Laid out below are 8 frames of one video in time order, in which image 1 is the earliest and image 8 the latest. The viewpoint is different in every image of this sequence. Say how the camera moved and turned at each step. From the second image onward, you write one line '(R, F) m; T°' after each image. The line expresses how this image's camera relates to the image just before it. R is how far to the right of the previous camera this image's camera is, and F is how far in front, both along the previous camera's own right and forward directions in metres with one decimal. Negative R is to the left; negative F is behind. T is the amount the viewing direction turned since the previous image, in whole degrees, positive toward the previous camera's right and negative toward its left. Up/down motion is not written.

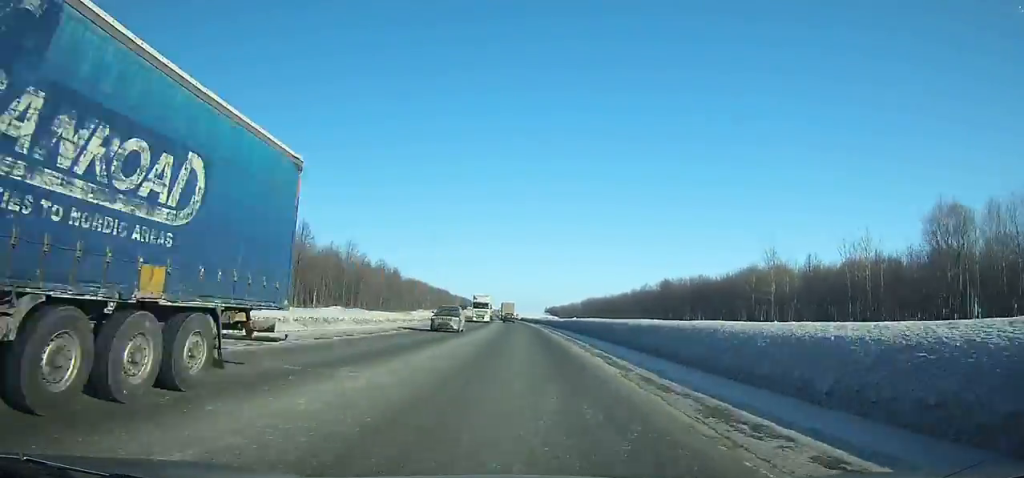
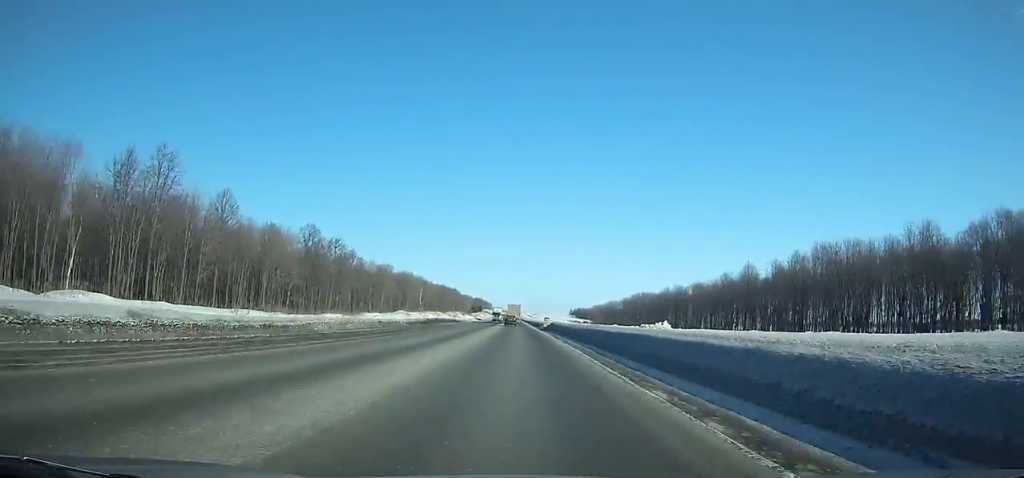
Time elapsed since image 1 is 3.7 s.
(-2.1, +81.8) m; -2°
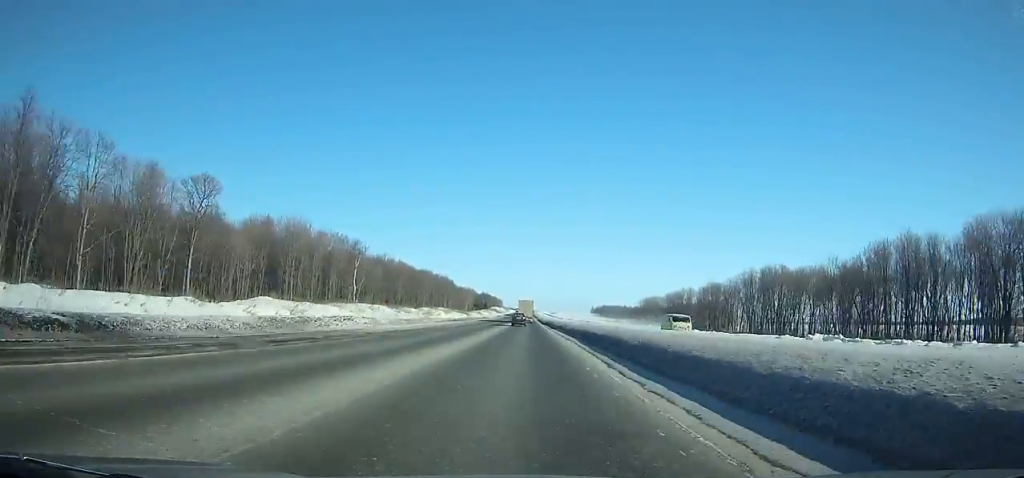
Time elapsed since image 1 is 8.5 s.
(-1.4, +112.7) m; -1°
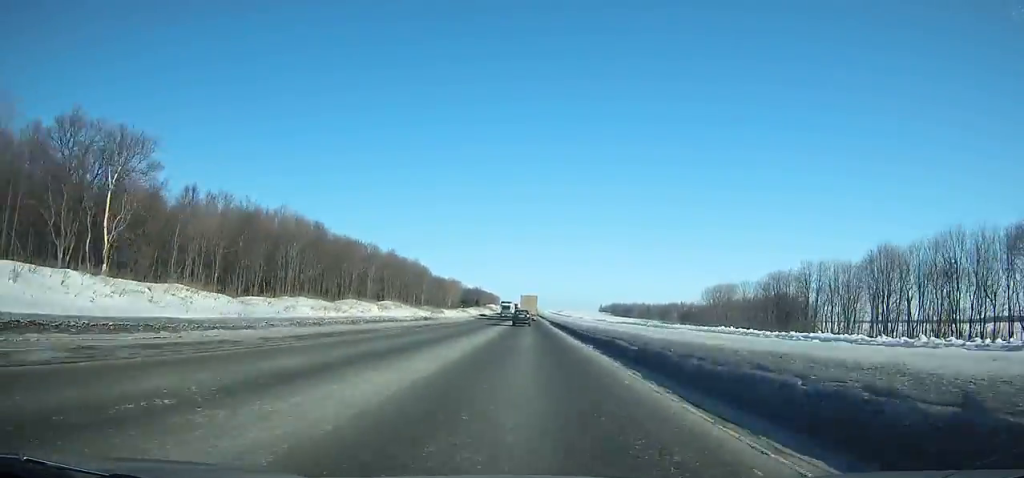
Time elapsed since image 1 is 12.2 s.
(-0.1, +89.0) m; 0°
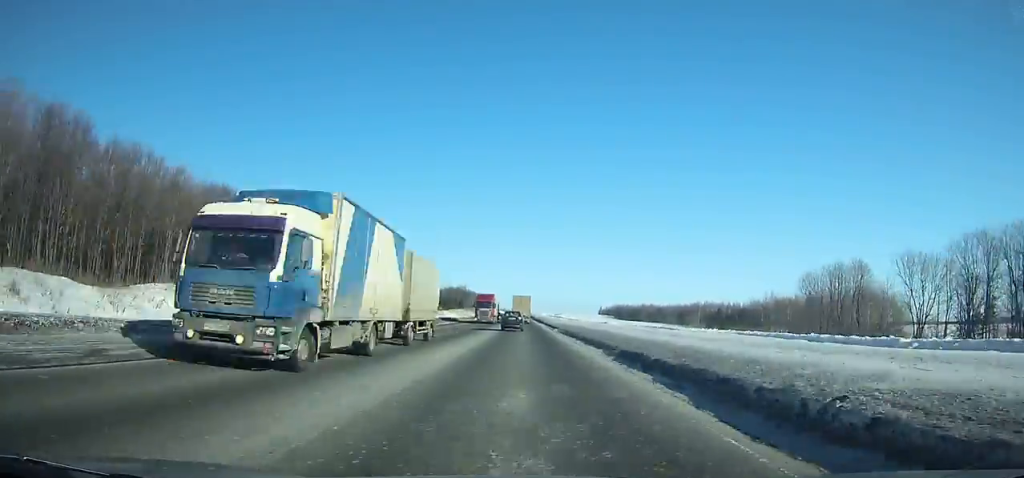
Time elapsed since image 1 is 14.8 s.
(0.0, +61.0) m; 0°
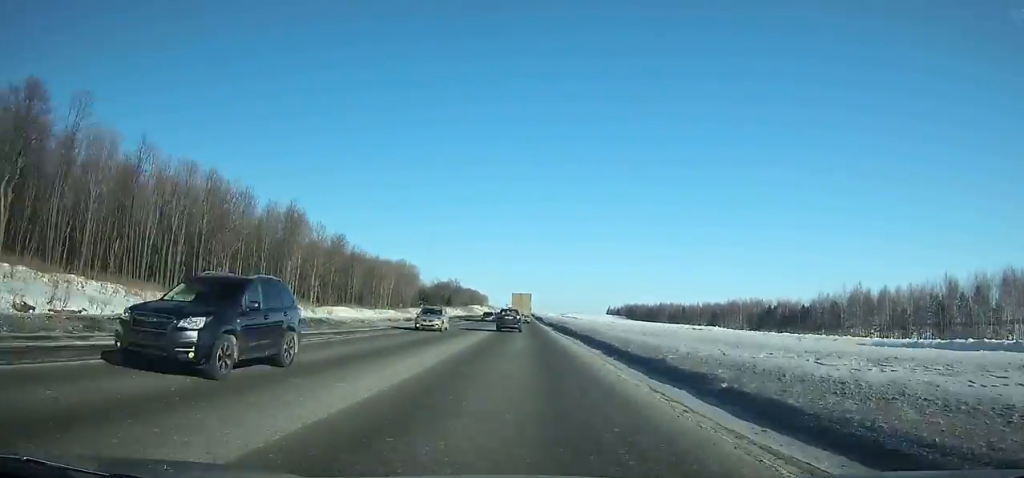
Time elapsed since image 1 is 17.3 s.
(+0.2, +56.6) m; 0°
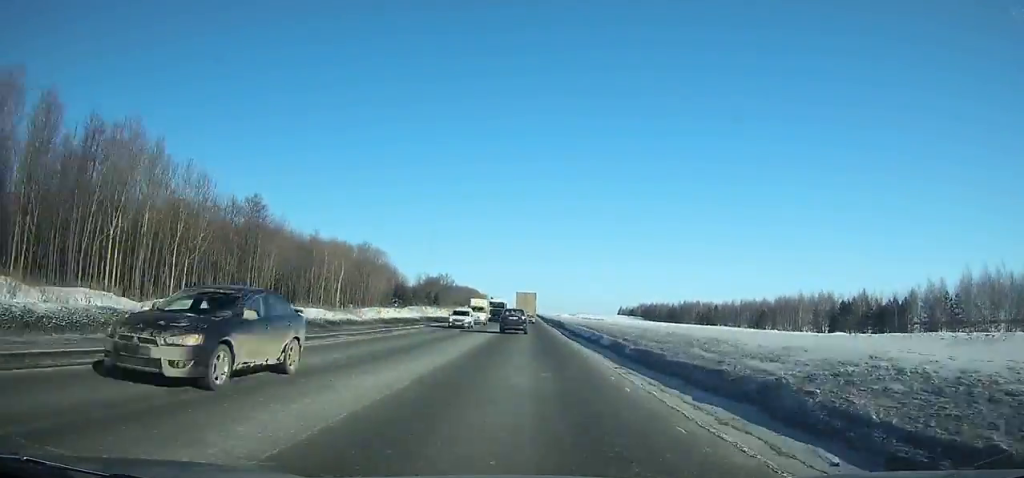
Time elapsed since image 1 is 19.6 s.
(-0.2, +50.4) m; 0°
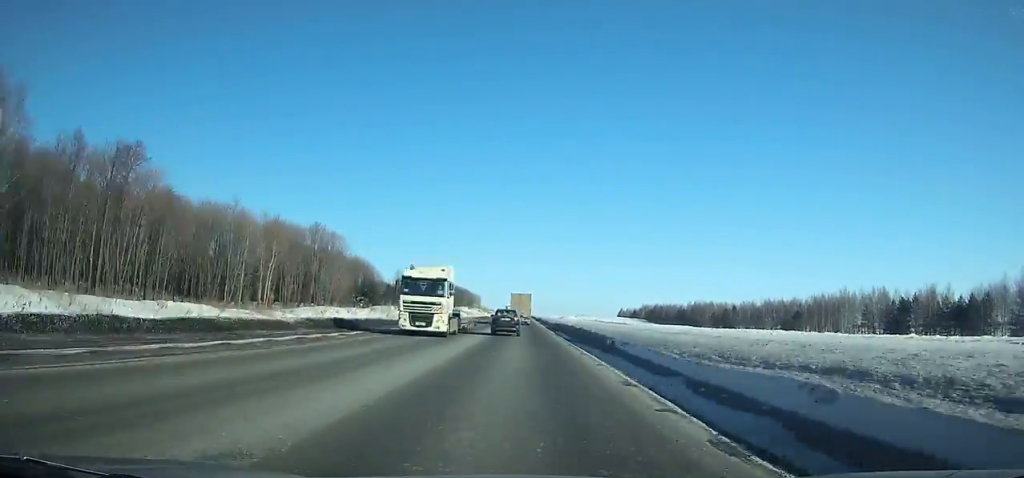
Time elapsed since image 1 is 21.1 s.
(-0.1, +32.5) m; 0°
